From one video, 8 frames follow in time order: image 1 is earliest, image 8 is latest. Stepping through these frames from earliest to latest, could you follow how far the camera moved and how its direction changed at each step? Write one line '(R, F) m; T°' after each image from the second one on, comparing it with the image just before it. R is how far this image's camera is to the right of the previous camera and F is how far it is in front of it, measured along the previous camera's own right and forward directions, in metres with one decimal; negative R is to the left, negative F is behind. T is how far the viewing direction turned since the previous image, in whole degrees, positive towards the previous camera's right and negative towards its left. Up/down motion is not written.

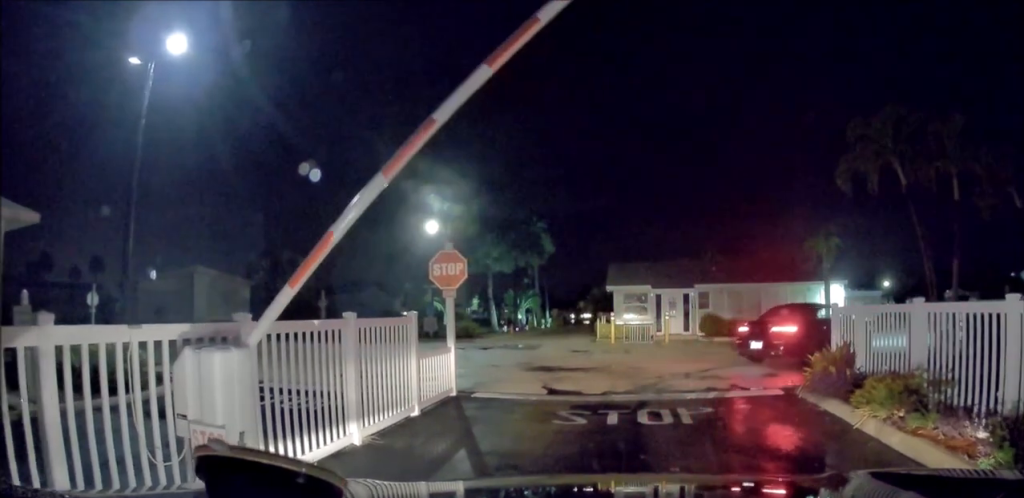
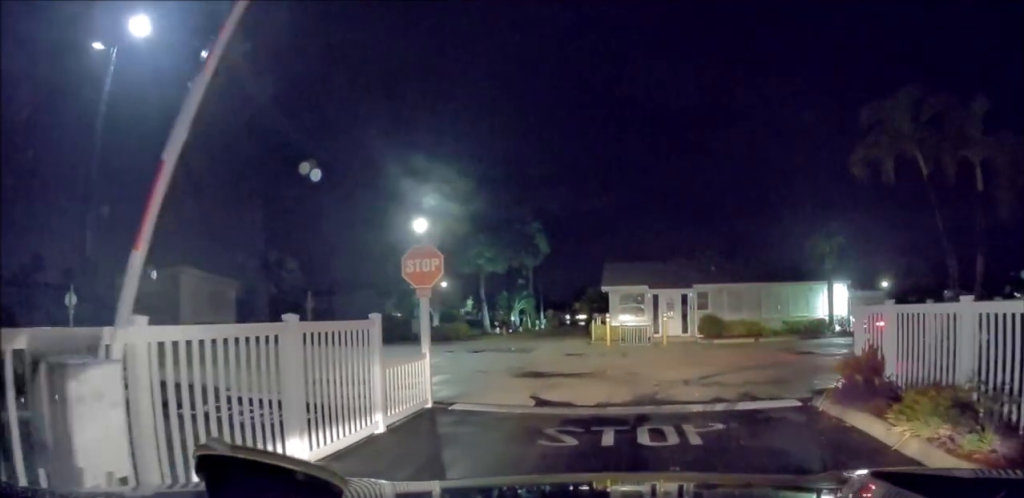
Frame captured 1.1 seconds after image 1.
(+0.6, +0.2) m; -1°
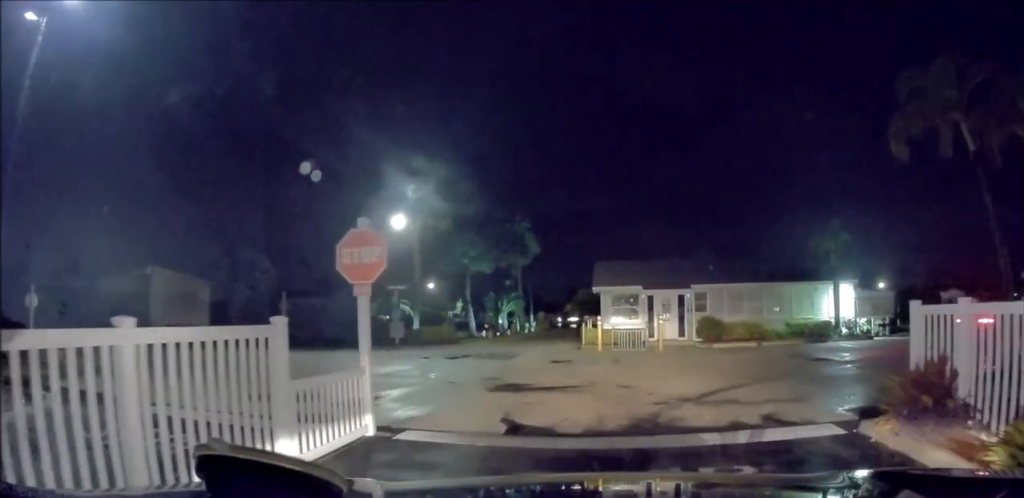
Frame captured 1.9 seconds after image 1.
(-0.1, +0.9) m; -4°
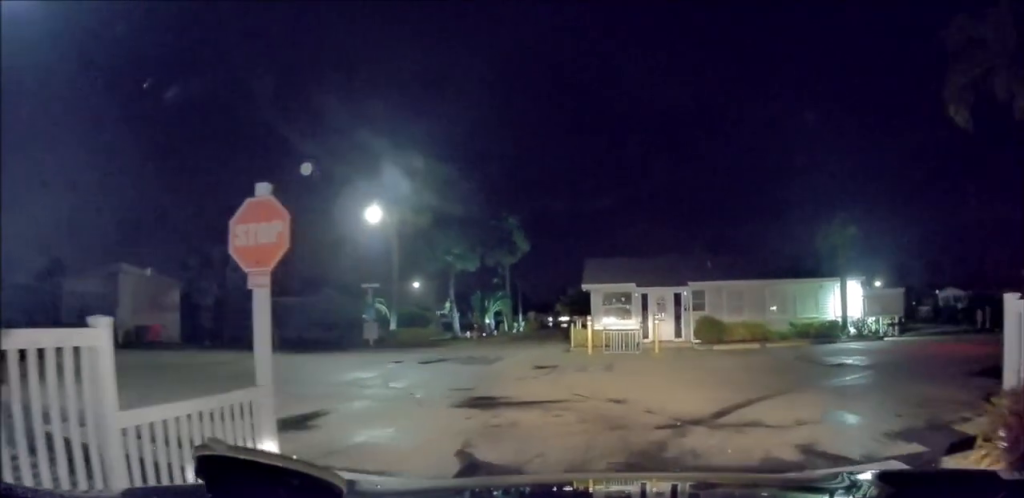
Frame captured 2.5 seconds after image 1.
(0.0, +1.2) m; +4°
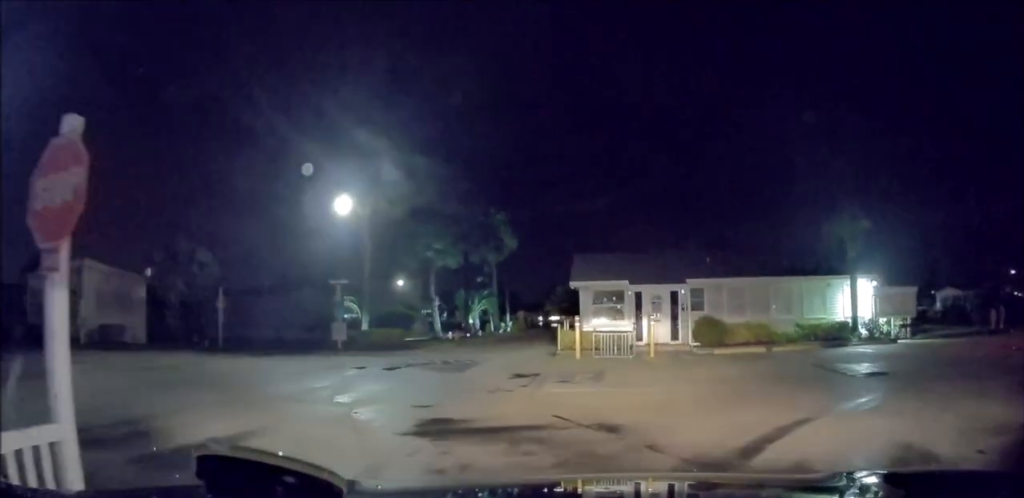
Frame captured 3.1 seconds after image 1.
(0.0, +1.4) m; +6°
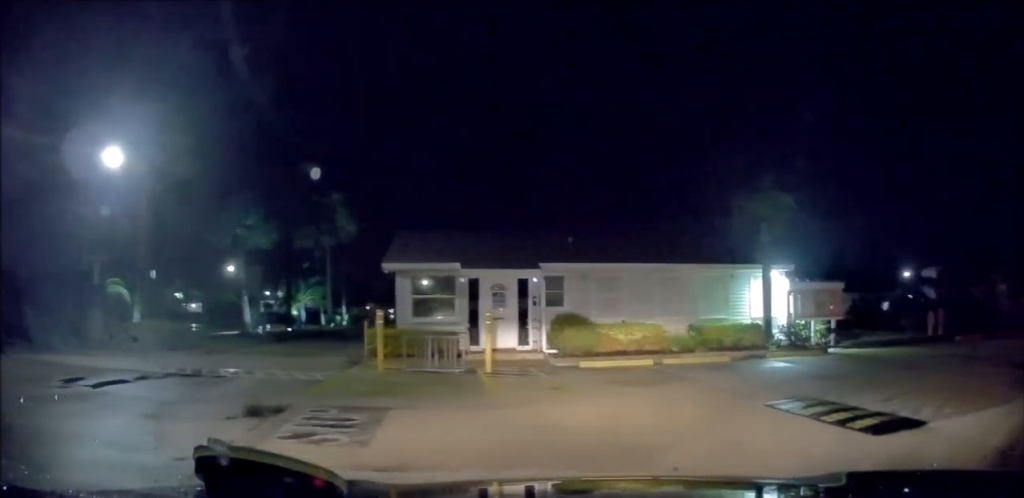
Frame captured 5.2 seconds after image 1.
(+1.5, +6.4) m; +18°
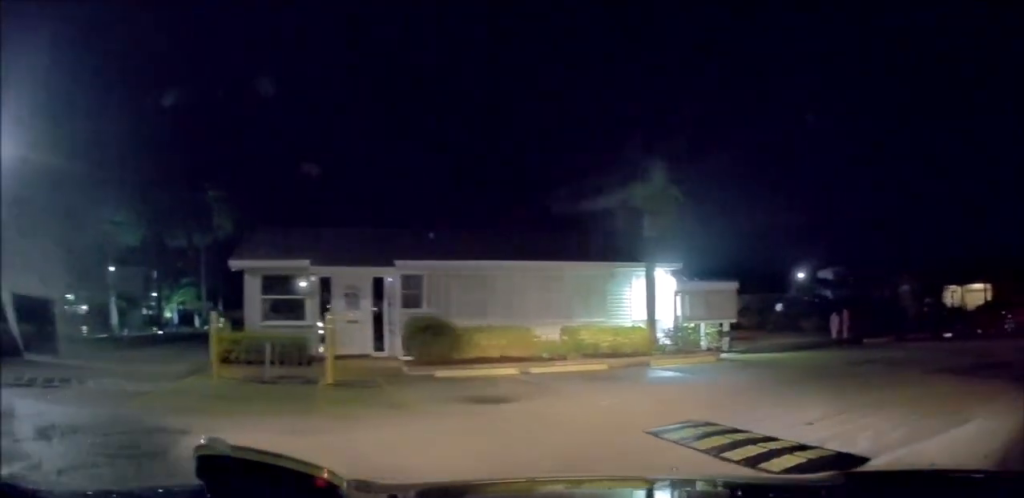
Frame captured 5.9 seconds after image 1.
(-0.4, +2.1) m; +6°
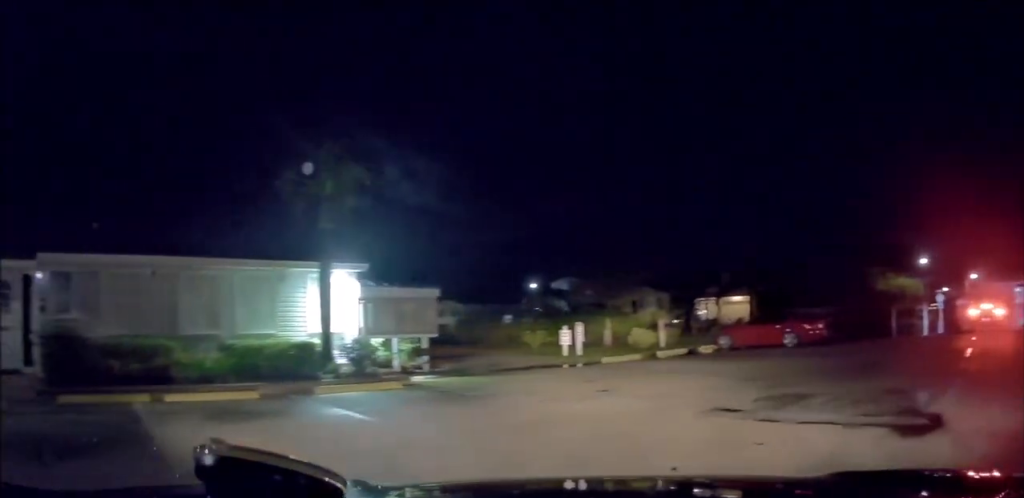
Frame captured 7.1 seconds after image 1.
(+1.1, +3.1) m; +23°
